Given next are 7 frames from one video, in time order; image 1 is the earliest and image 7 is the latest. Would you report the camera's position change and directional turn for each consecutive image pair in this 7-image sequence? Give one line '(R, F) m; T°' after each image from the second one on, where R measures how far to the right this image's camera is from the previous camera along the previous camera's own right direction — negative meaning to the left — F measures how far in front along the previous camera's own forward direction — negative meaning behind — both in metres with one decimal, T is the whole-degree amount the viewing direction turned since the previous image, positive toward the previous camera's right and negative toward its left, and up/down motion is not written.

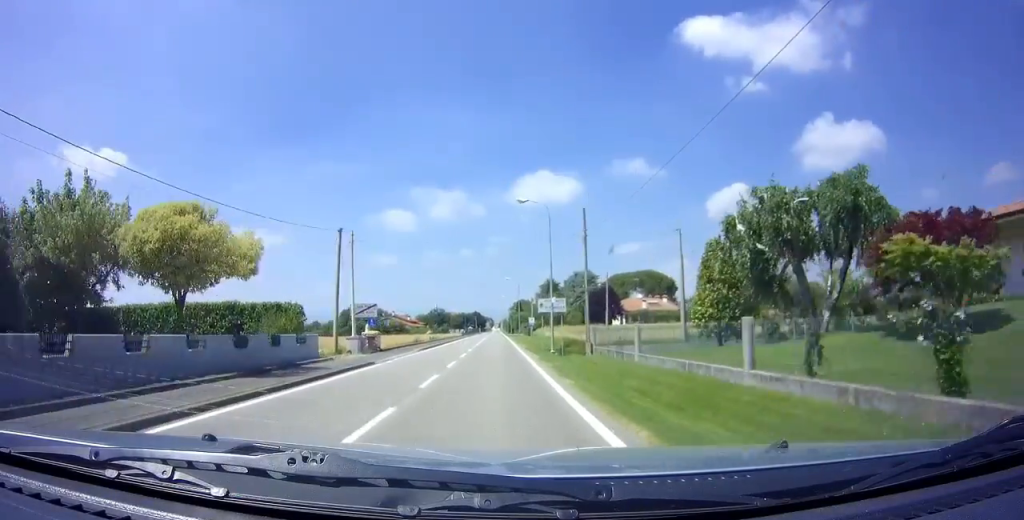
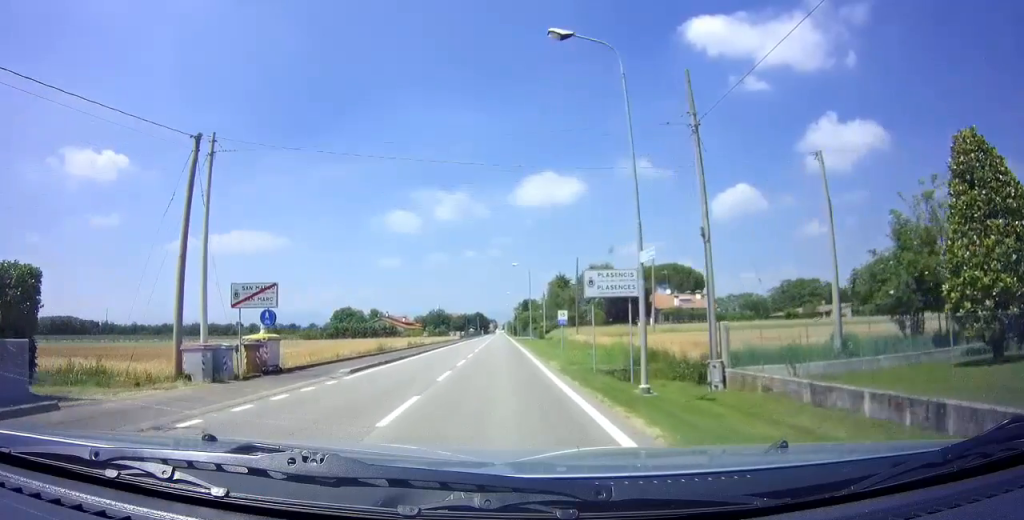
(-0.1, +17.2) m; 0°
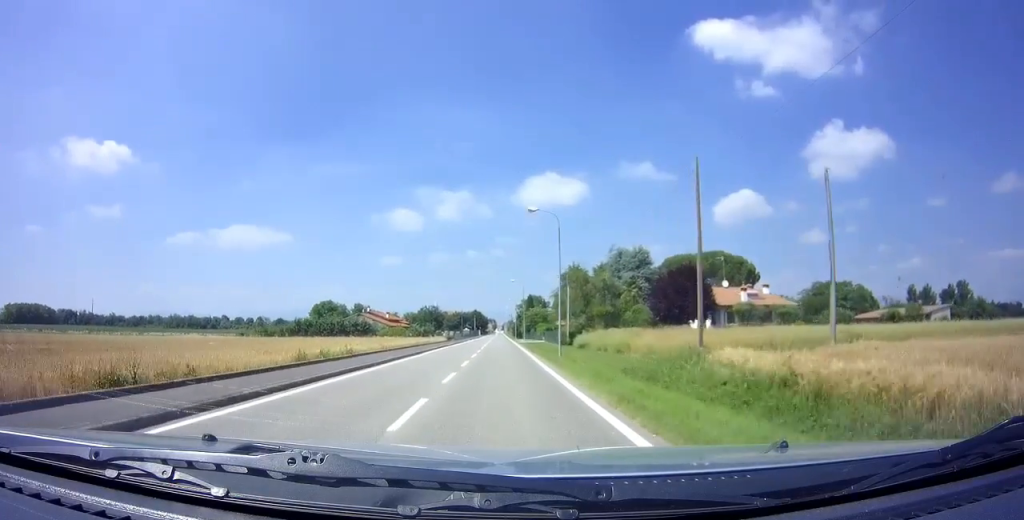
(+0.1, +24.5) m; 0°
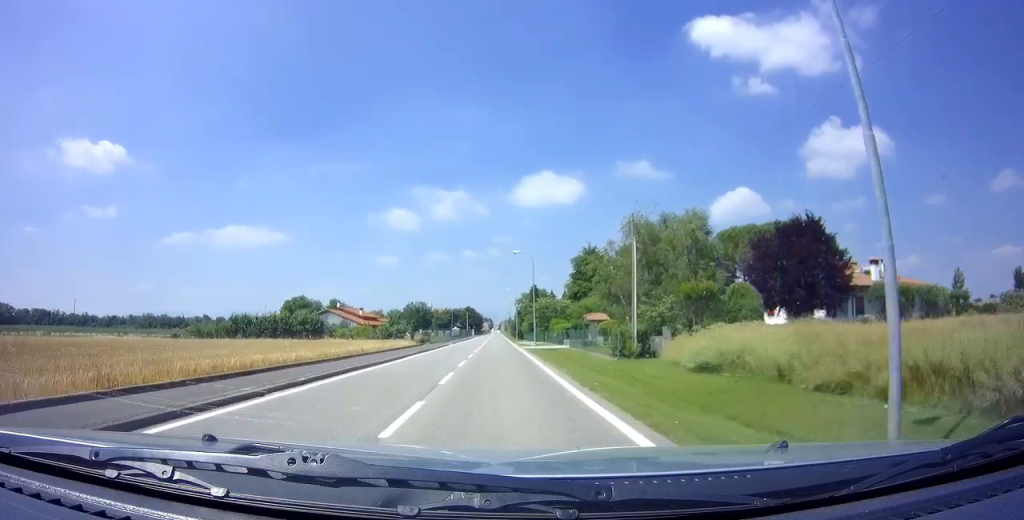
(-0.1, +25.3) m; 0°
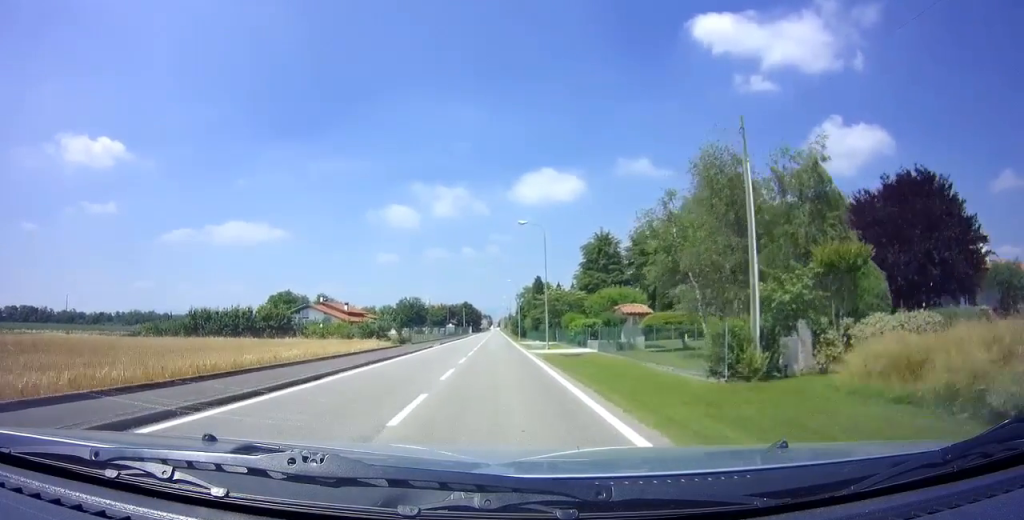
(0.0, +11.6) m; 0°
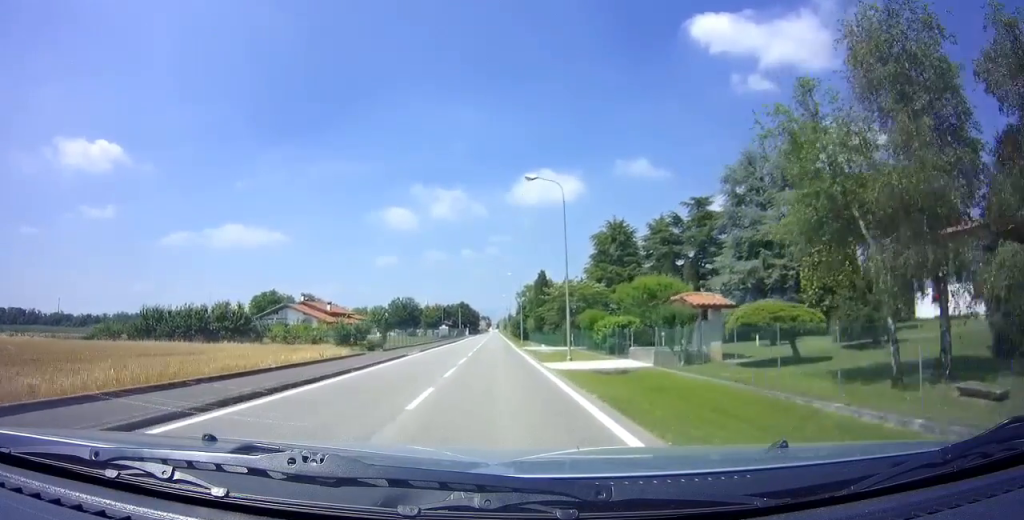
(0.0, +10.5) m; 0°
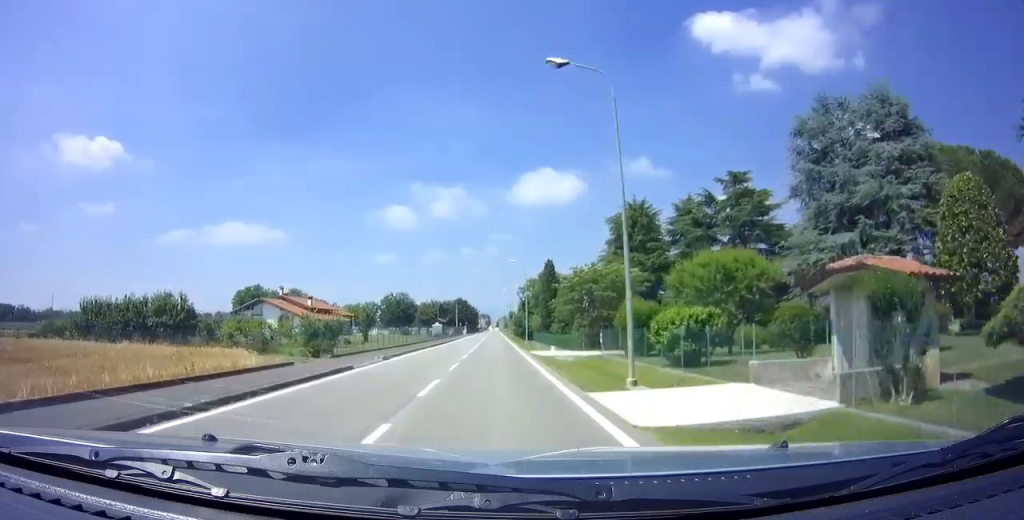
(0.0, +10.5) m; 0°
